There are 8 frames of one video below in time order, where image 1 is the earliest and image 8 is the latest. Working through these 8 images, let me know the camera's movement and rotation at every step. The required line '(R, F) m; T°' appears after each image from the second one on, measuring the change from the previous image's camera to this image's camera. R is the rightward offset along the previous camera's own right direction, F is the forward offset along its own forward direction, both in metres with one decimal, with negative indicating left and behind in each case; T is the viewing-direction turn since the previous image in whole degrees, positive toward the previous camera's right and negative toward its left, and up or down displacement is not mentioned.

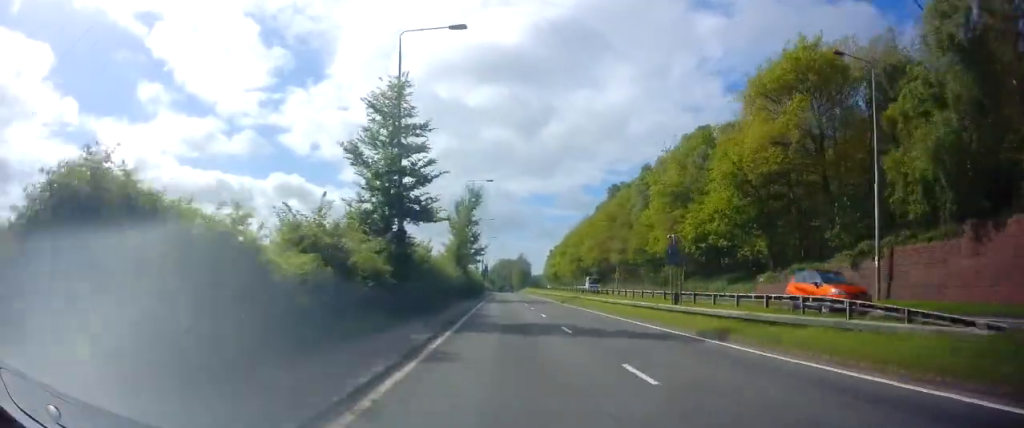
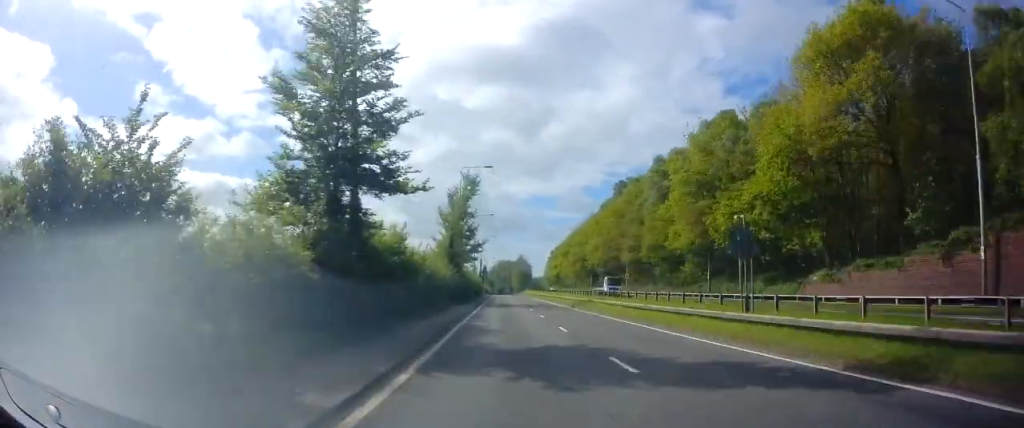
(0.0, +7.7) m; 0°
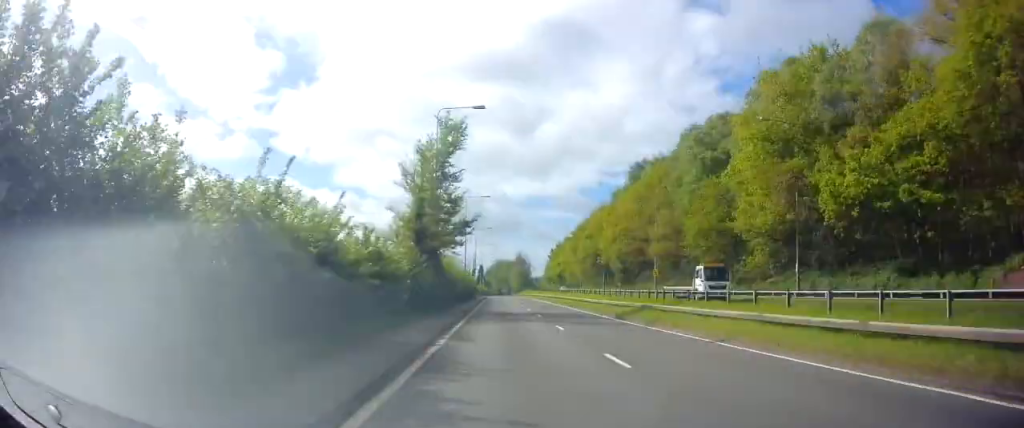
(+0.1, +17.4) m; 0°
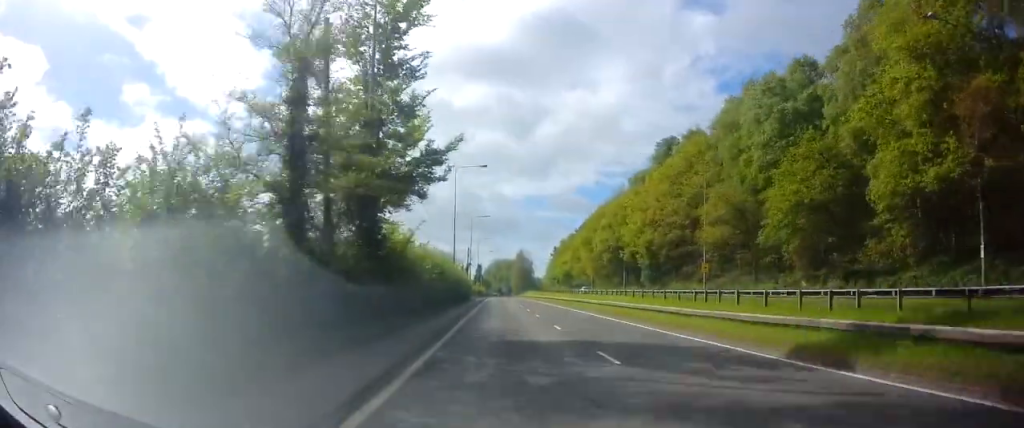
(-0.3, +17.4) m; 0°
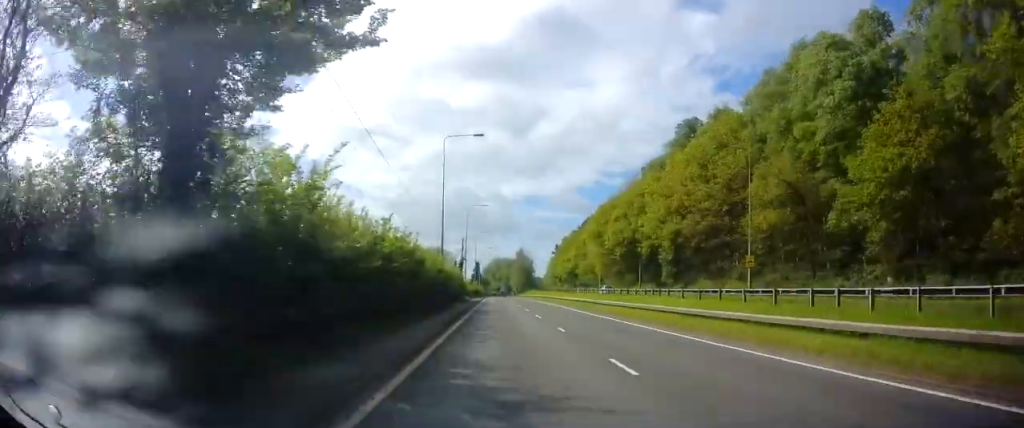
(+0.1, +10.3) m; 0°
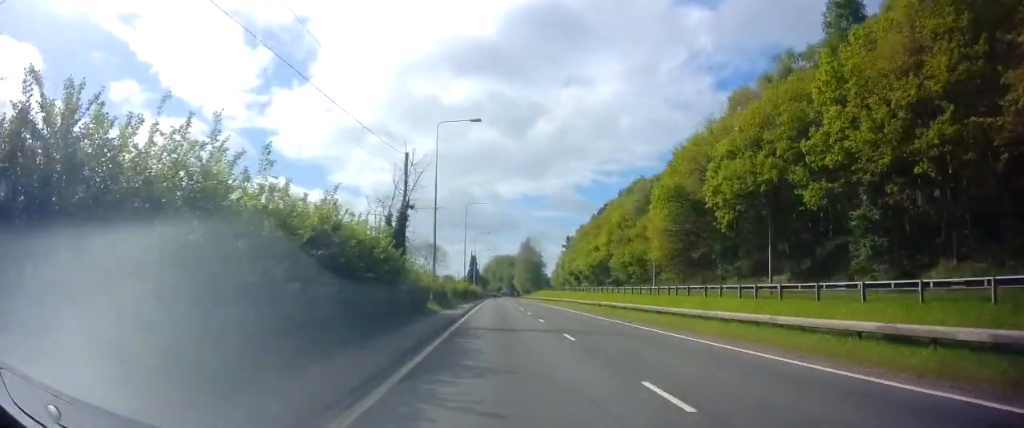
(+0.3, +38.4) m; +1°
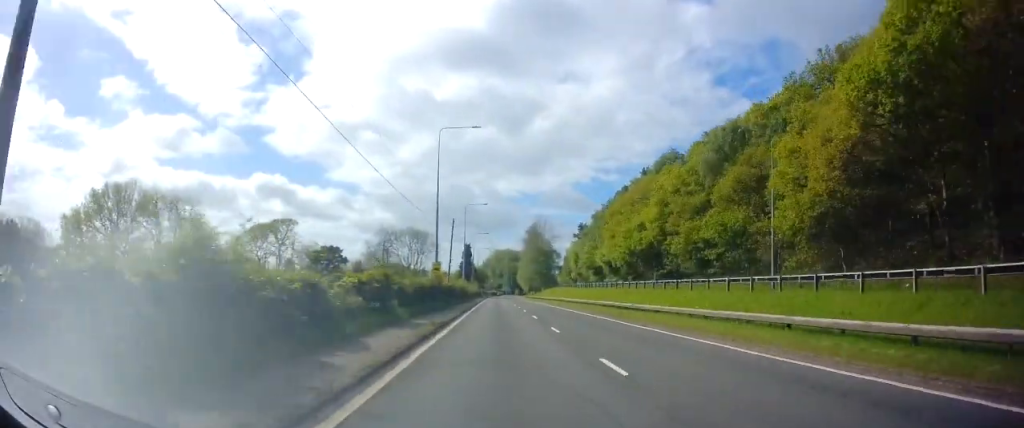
(0.0, +33.4) m; 0°
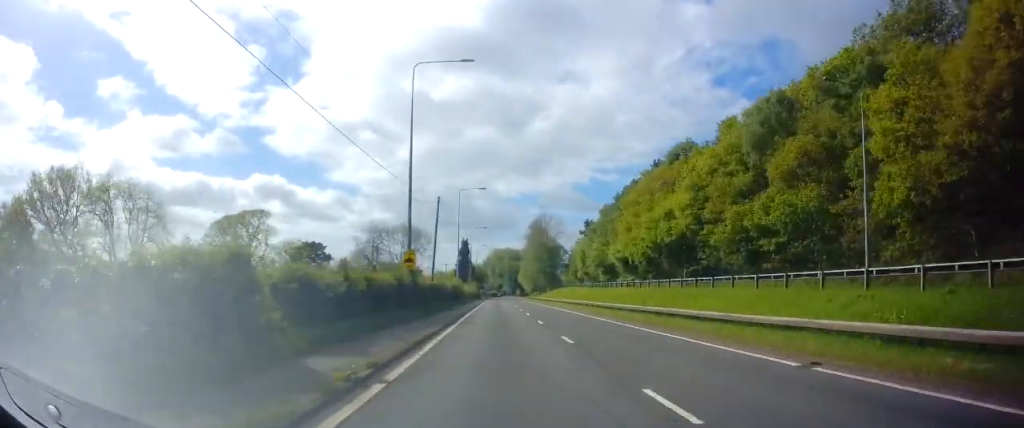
(+0.1, +12.0) m; 0°
